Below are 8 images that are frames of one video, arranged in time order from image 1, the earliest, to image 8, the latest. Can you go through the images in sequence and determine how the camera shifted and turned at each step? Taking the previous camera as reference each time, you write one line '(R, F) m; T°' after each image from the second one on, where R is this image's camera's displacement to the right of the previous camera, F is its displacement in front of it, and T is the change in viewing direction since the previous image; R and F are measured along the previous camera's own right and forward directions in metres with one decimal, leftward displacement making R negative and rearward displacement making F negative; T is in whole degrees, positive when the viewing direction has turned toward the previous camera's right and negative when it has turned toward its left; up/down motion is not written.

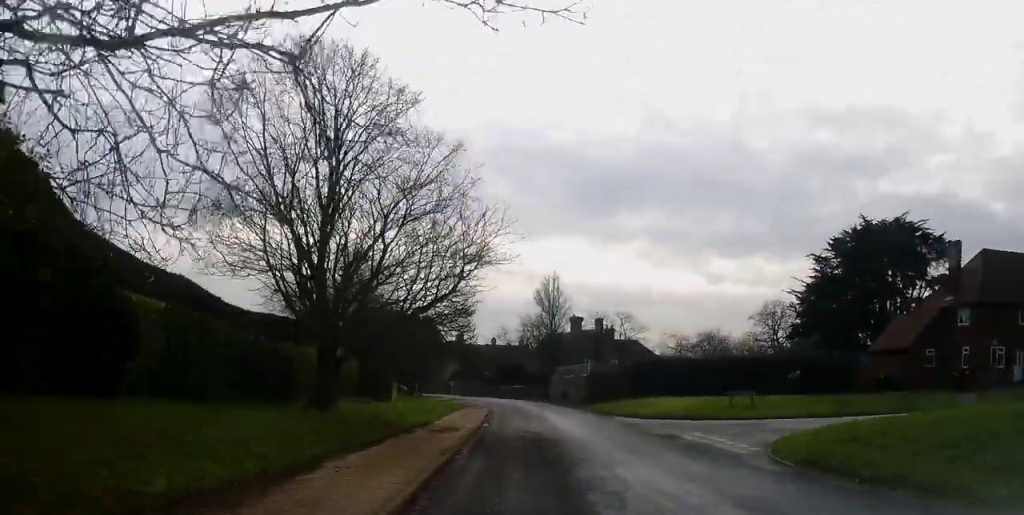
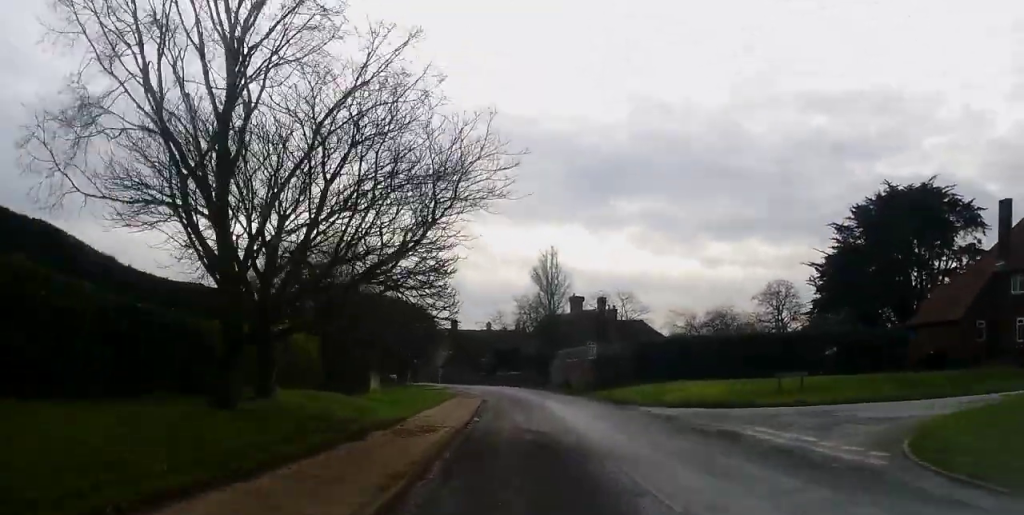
(+0.1, +6.2) m; +1°
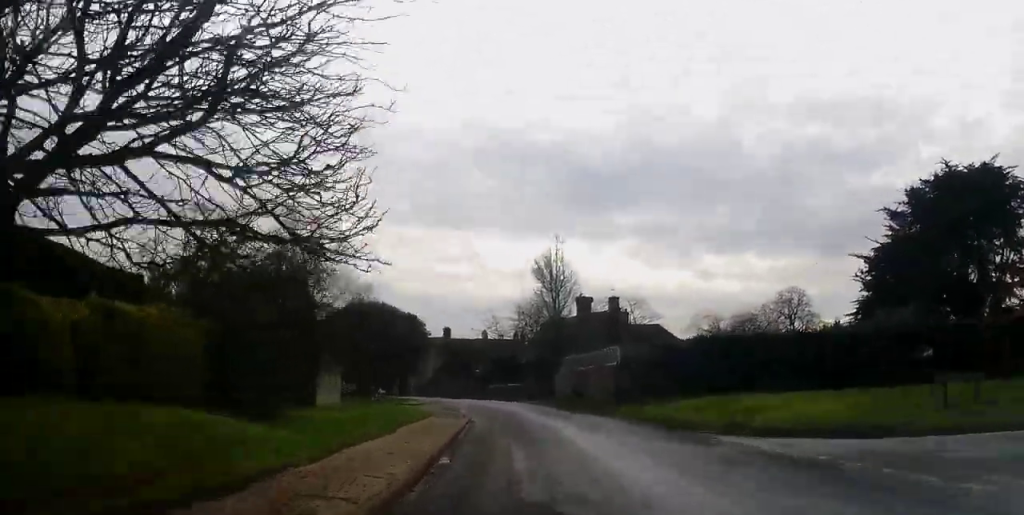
(+0.2, +11.2) m; 0°
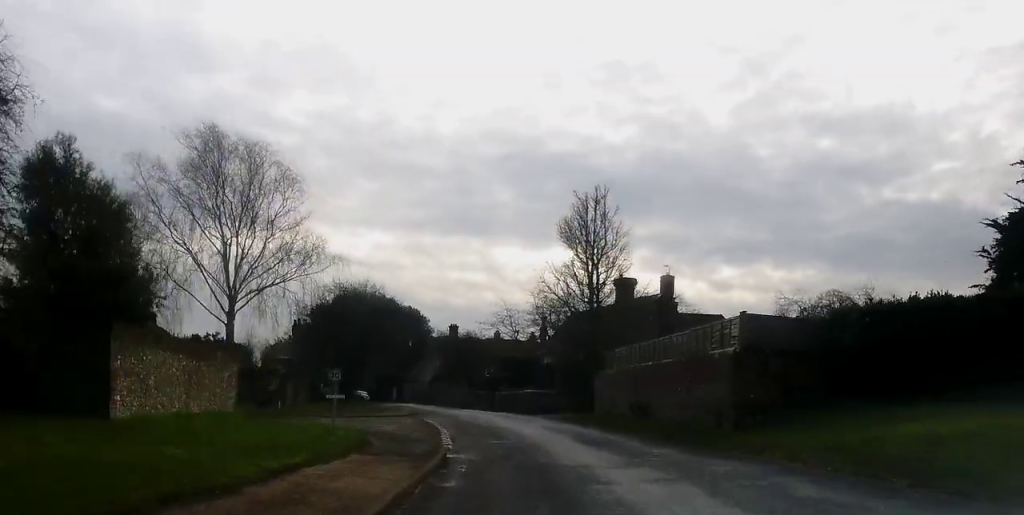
(-0.4, +17.3) m; -3°
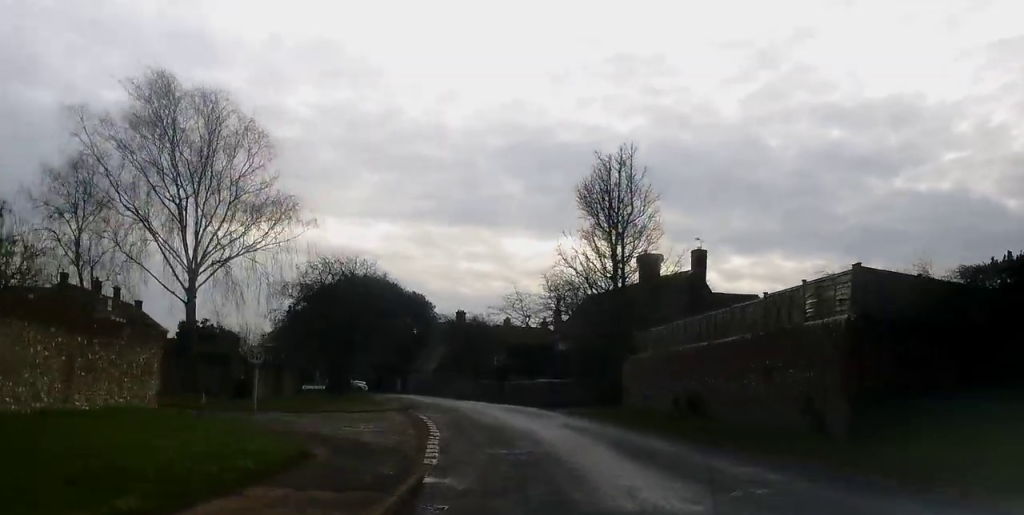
(-0.1, +5.9) m; -2°
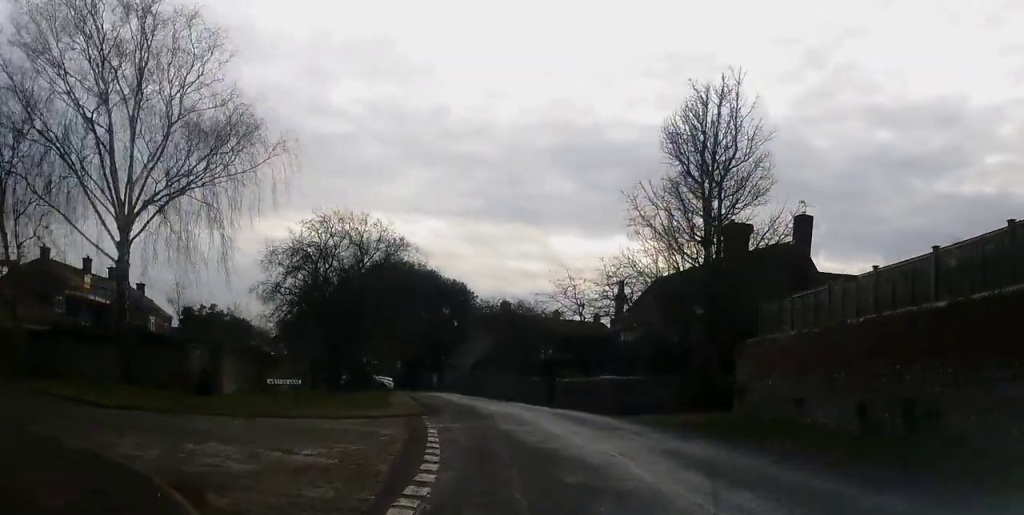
(-0.2, +9.5) m; -3°
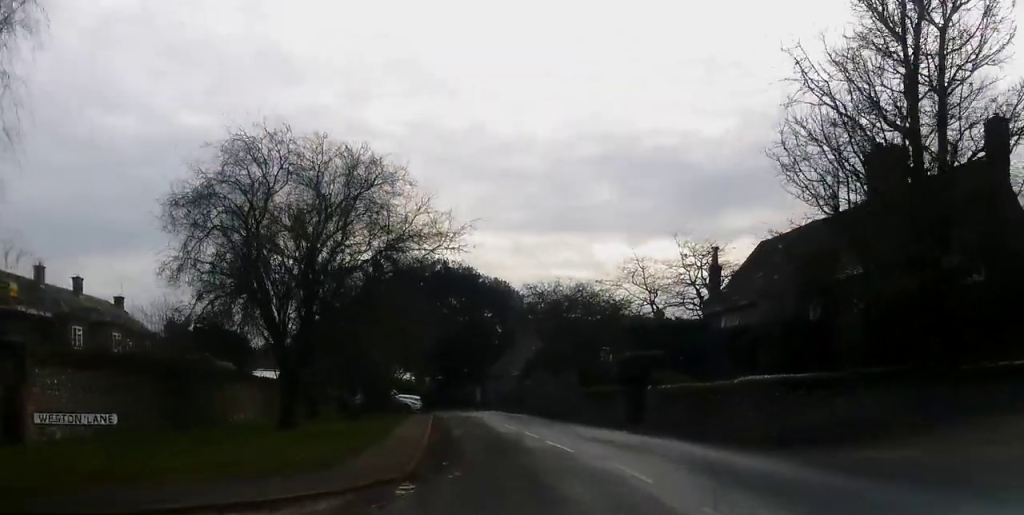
(-0.6, +13.0) m; -3°
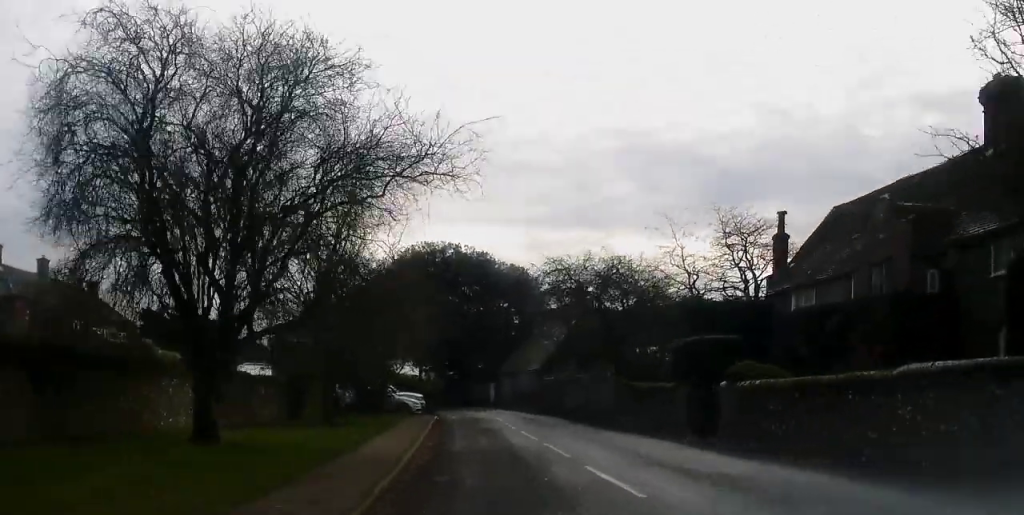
(-0.1, +6.6) m; 0°
